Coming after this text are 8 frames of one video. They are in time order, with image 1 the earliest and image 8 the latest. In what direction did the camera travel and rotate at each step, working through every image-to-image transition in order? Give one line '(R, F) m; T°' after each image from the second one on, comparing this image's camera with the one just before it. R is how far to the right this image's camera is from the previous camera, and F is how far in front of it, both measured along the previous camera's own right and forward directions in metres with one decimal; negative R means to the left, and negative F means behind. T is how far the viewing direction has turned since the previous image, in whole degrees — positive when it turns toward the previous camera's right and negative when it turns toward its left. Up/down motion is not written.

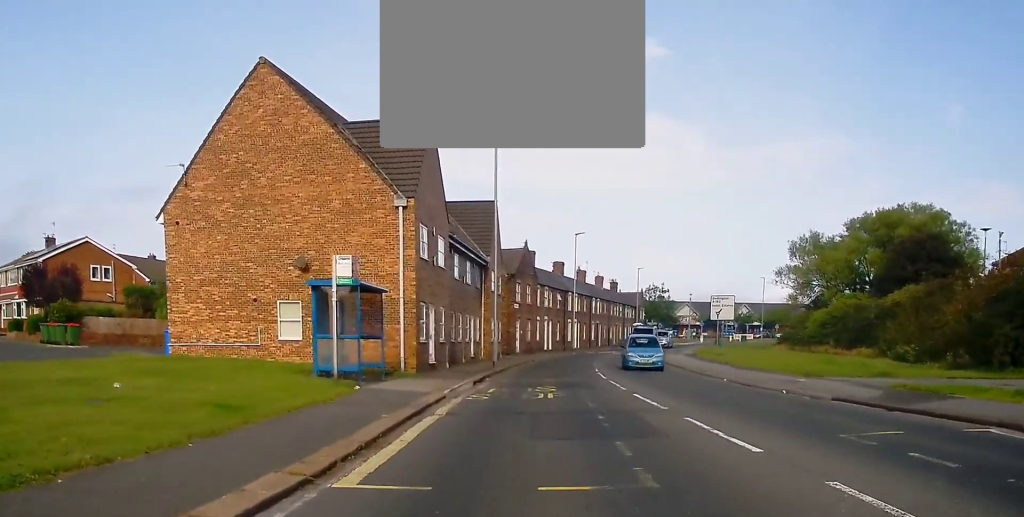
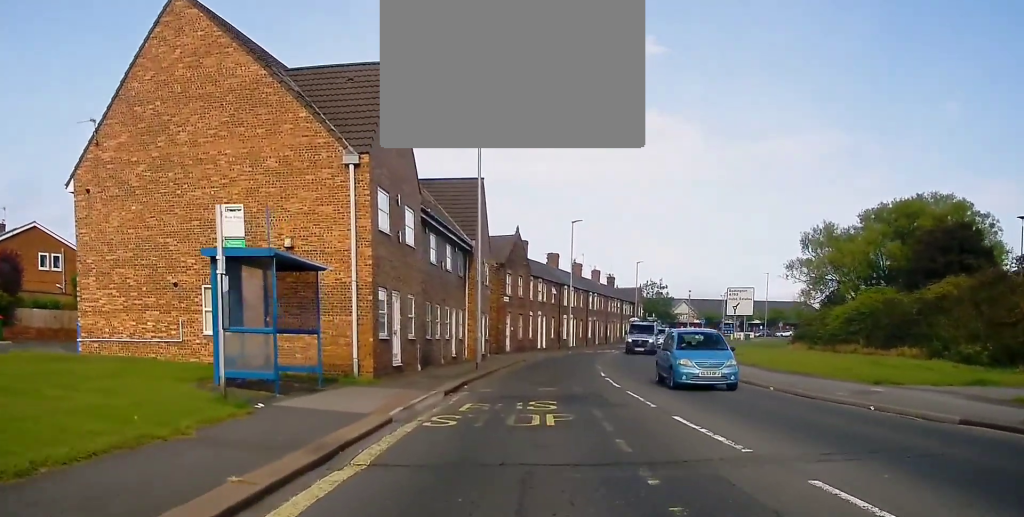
(0.0, +6.0) m; 0°
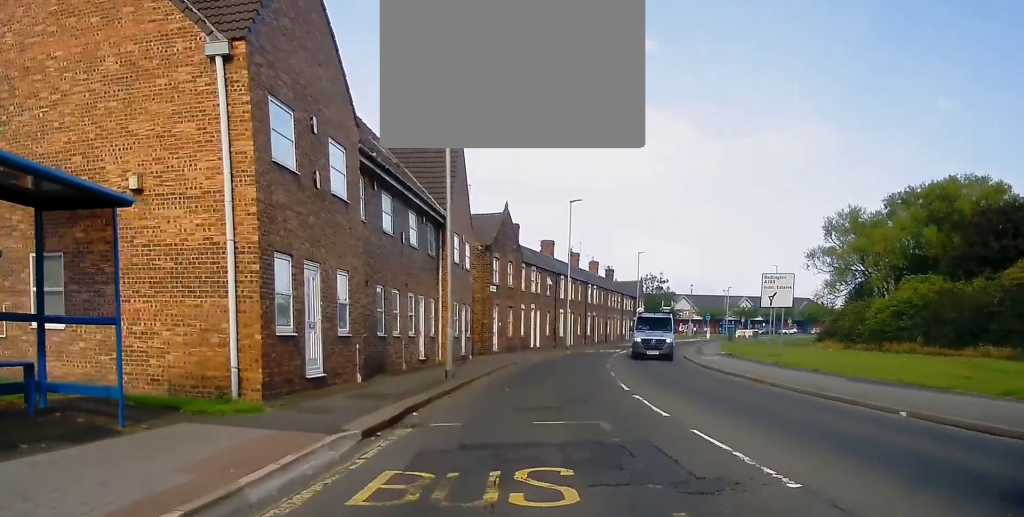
(-0.1, +8.2) m; 0°
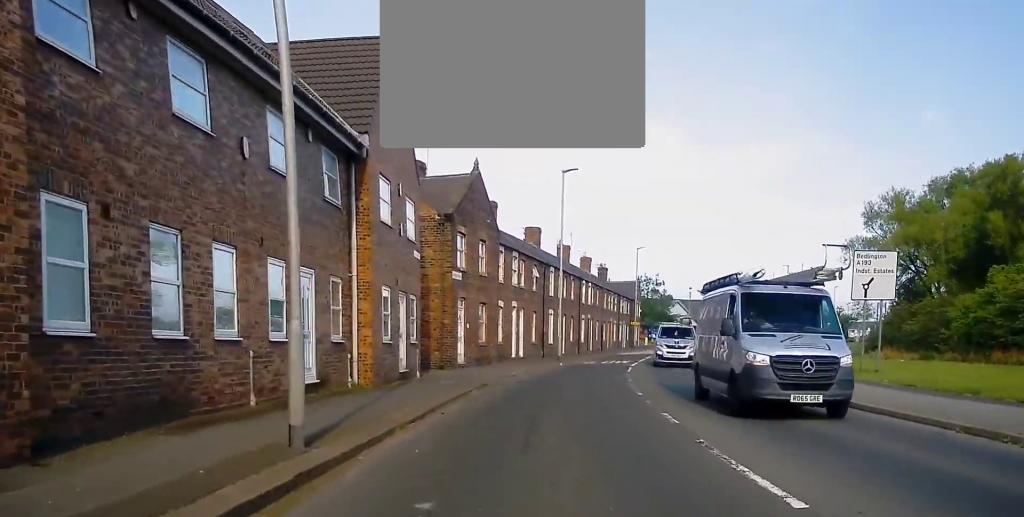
(+0.1, +12.5) m; +1°
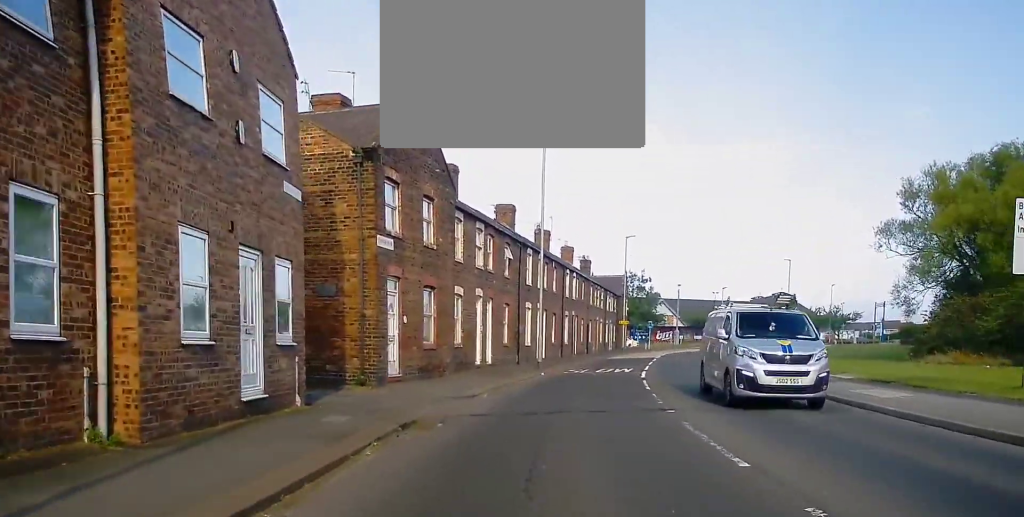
(+0.2, +10.4) m; +3°
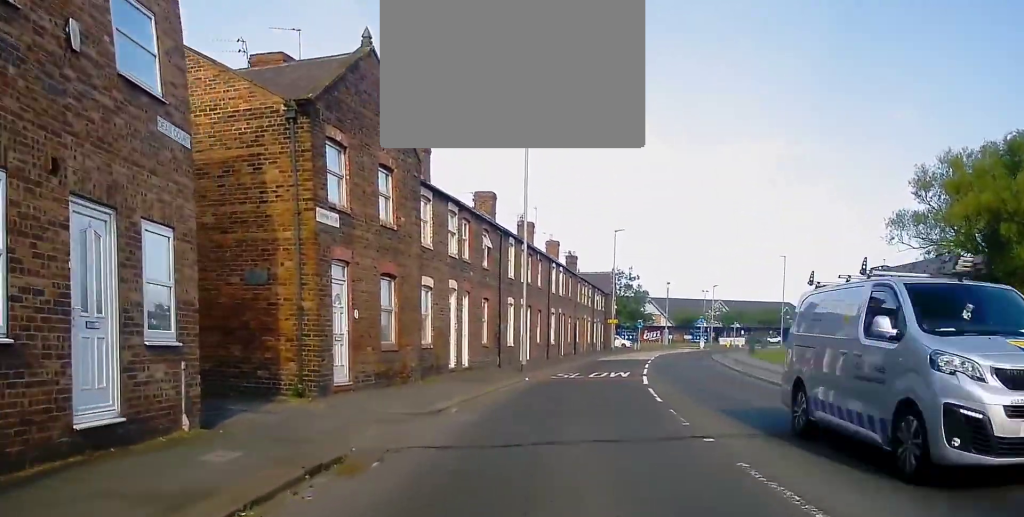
(+0.2, +4.0) m; 0°
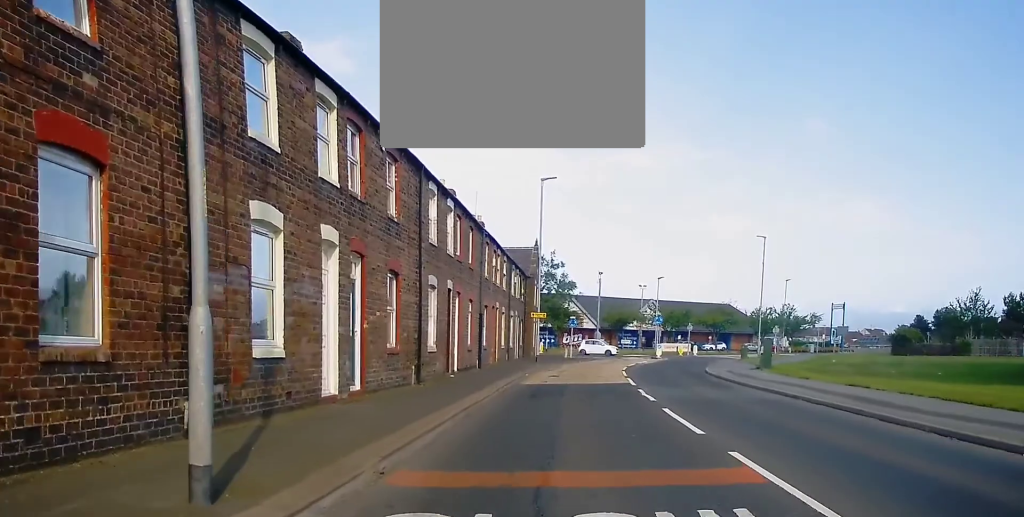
(+0.6, +23.7) m; +5°
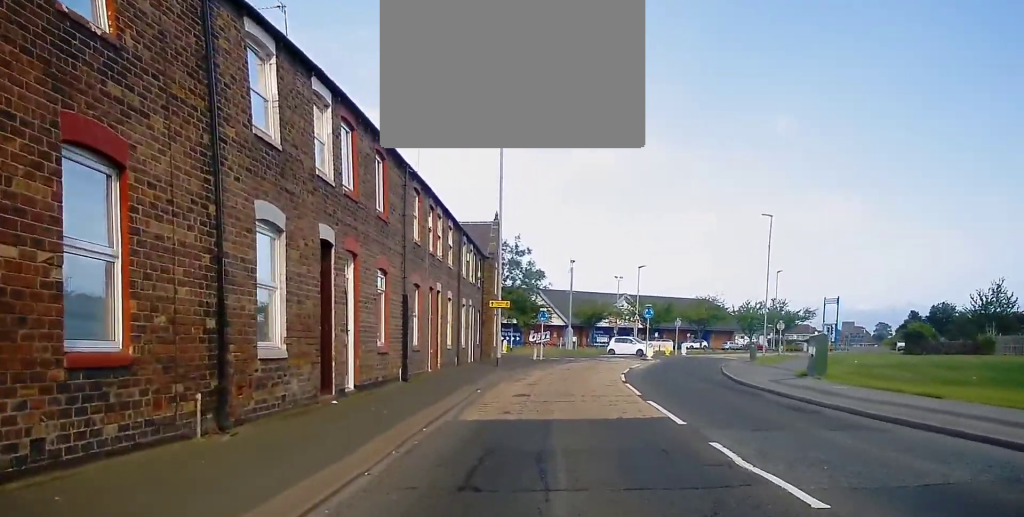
(+0.3, +11.4) m; +5°
